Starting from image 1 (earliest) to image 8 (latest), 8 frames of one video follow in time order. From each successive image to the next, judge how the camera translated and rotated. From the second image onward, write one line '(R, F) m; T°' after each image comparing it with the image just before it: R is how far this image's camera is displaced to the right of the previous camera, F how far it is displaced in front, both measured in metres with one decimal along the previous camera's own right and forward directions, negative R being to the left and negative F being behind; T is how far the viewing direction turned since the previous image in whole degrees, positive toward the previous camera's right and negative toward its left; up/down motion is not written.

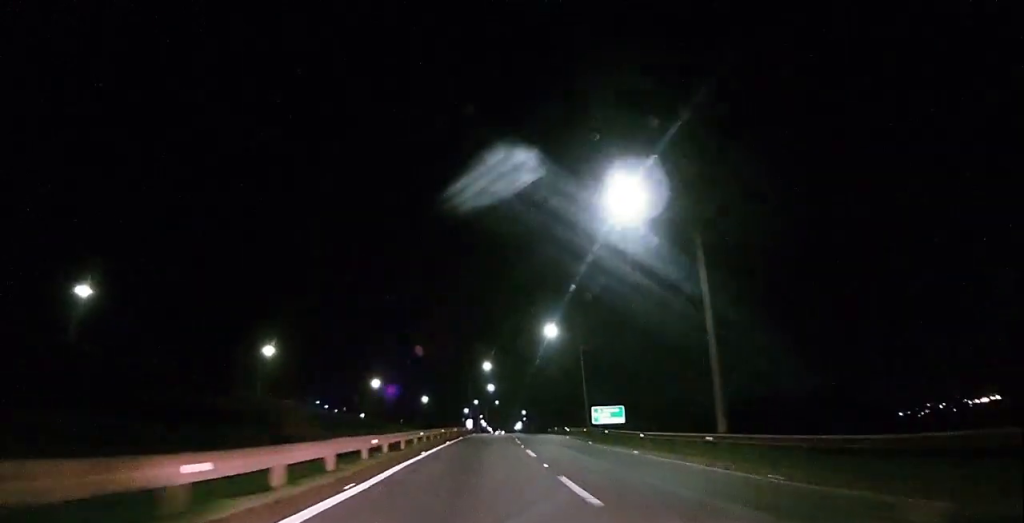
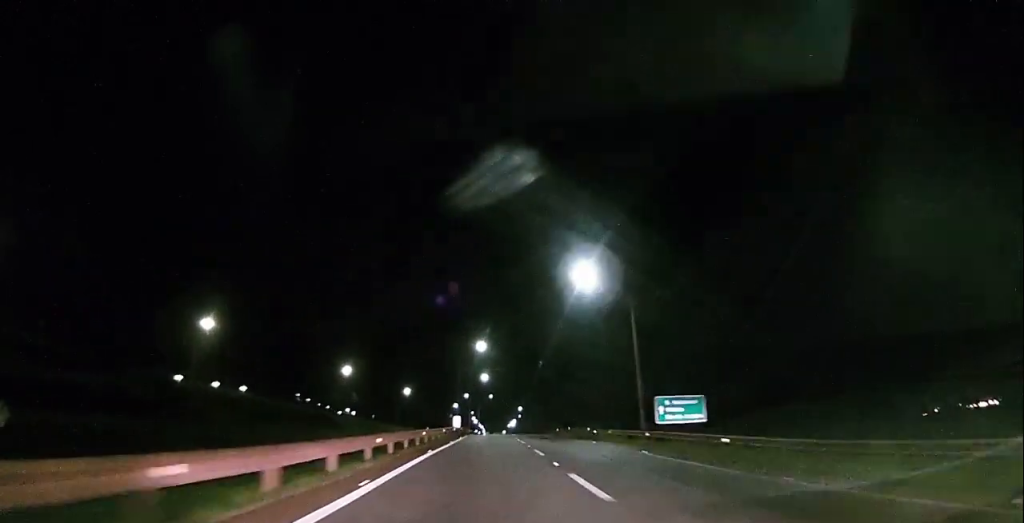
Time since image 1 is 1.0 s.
(+0.6, +25.3) m; +1°
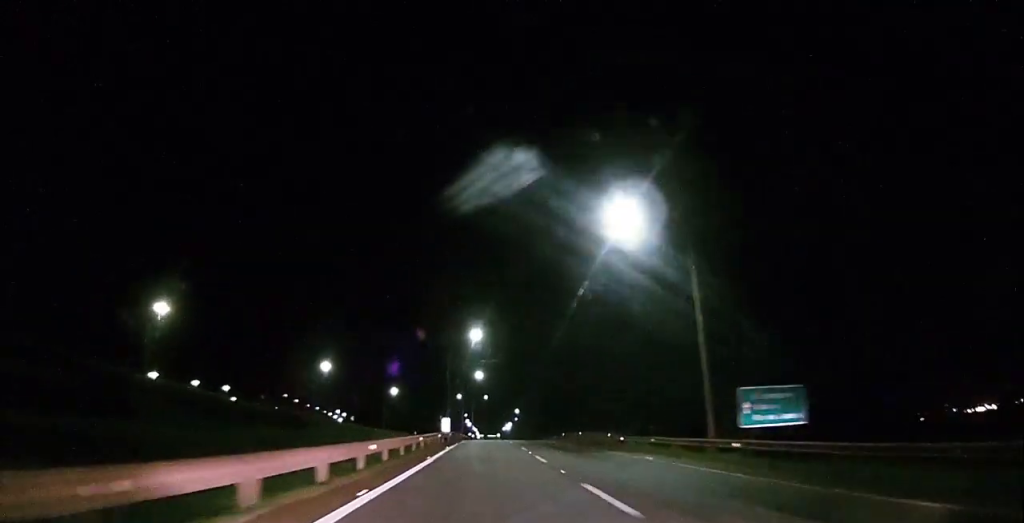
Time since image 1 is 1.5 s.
(0.0, +13.4) m; 0°
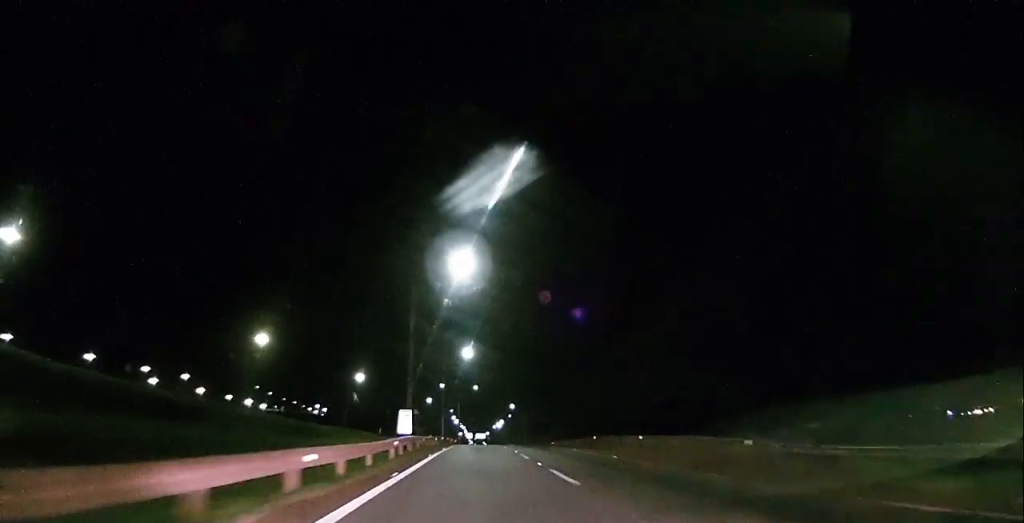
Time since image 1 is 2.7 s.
(0.0, +30.0) m; 0°
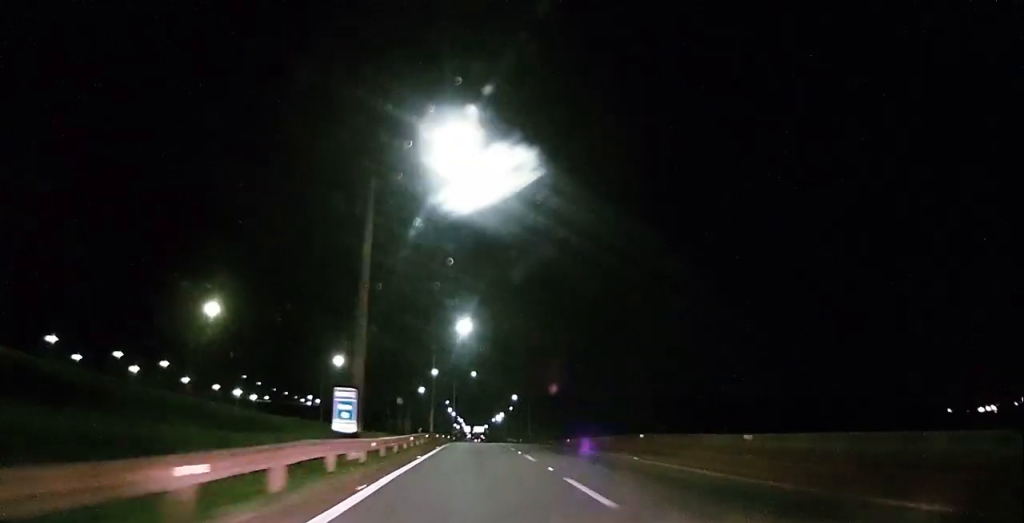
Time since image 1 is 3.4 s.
(0.0, +16.6) m; 0°
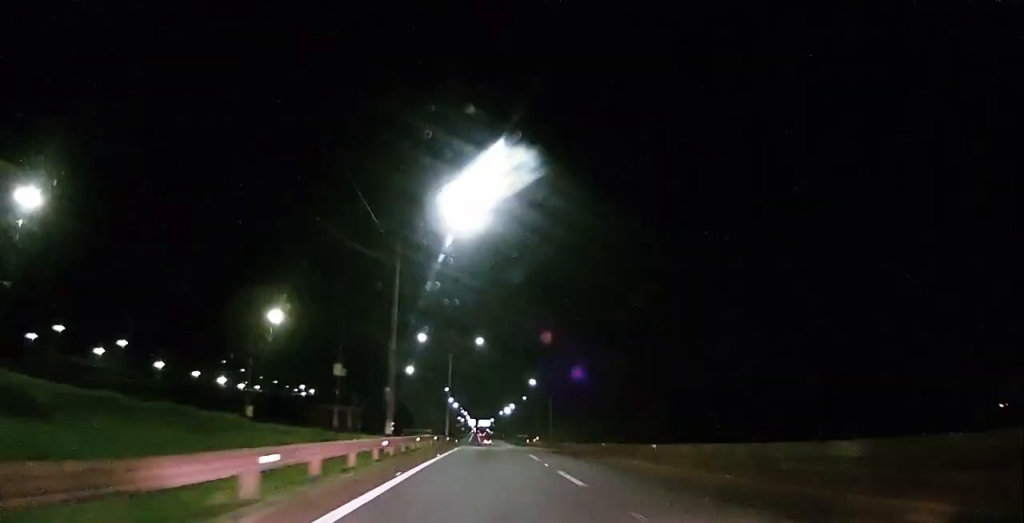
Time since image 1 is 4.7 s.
(0.0, +33.1) m; 0°
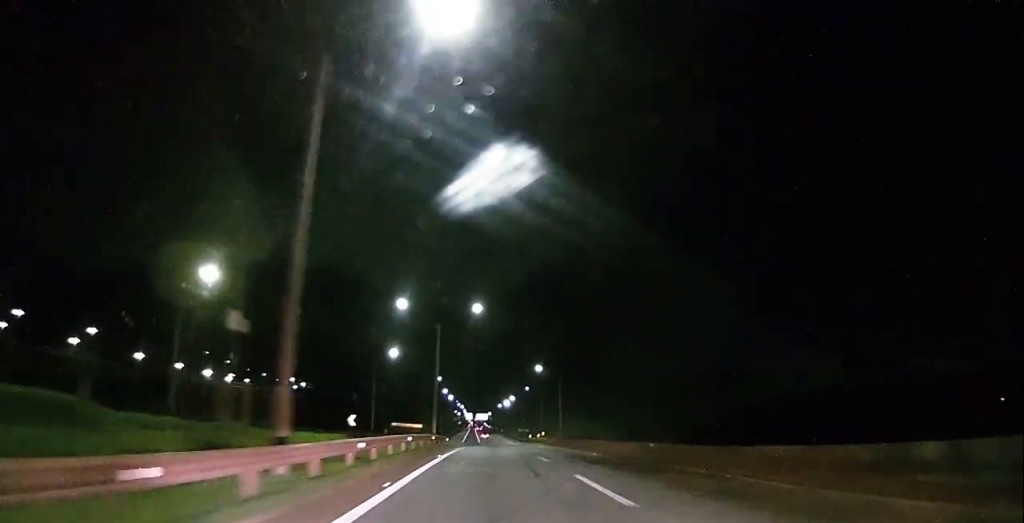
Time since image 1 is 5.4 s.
(0.0, +15.7) m; 0°
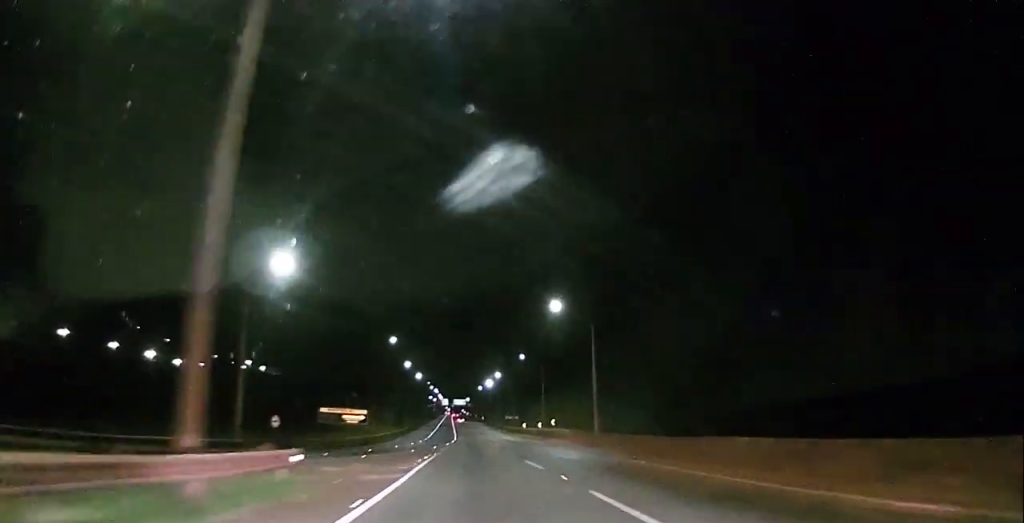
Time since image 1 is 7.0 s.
(0.0, +40.7) m; 0°
